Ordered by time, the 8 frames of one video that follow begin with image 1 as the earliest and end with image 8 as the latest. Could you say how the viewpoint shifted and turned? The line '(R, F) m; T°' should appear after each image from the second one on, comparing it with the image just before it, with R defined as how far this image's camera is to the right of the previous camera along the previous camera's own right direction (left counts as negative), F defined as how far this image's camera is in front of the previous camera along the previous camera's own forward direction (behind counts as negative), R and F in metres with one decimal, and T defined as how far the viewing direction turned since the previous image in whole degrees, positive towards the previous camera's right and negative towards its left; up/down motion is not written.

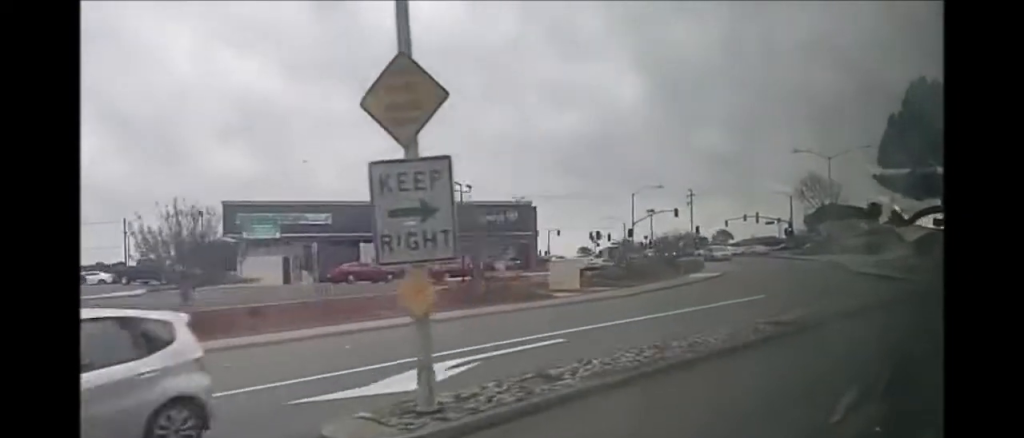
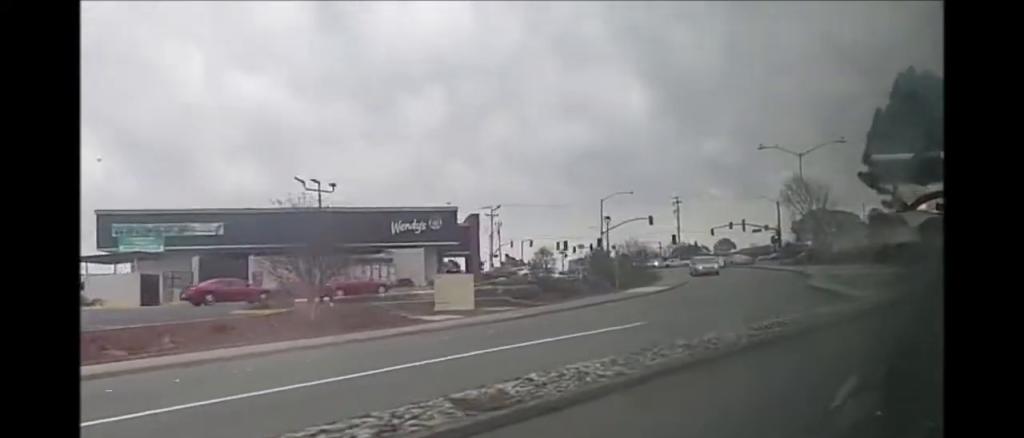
(0.0, +9.5) m; +1°
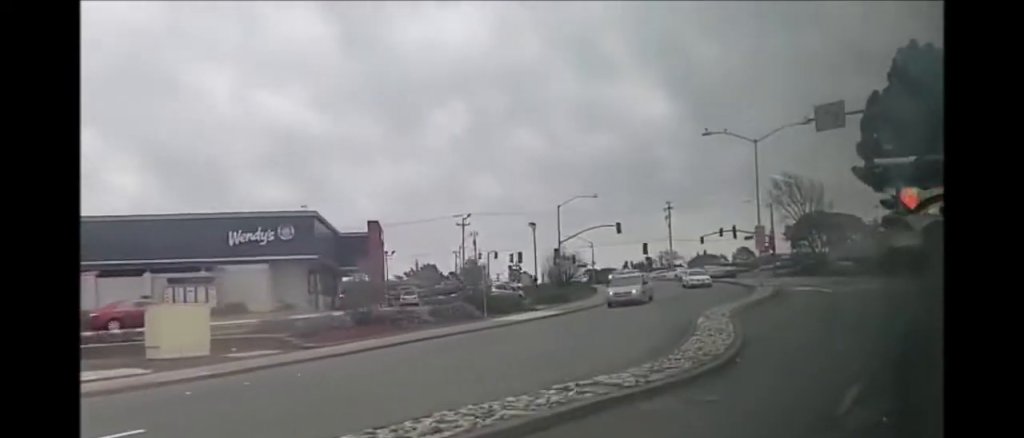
(+0.1, +13.6) m; -4°
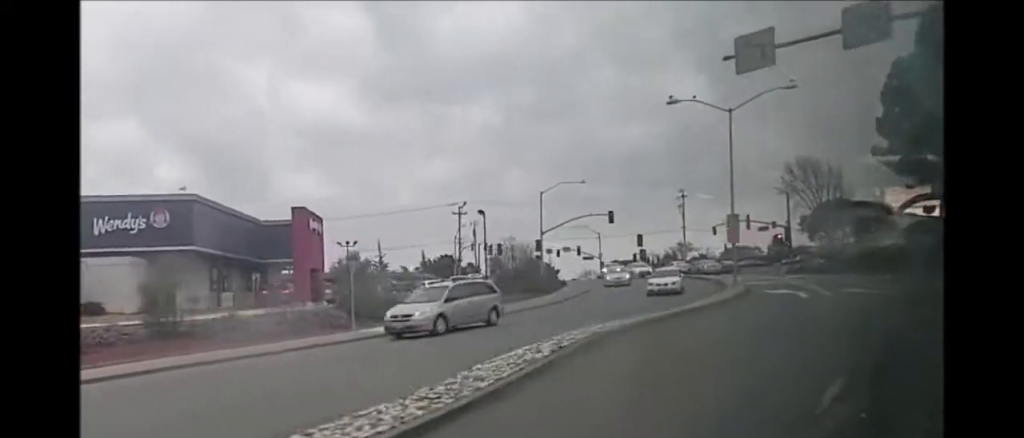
(-0.2, +9.0) m; -9°
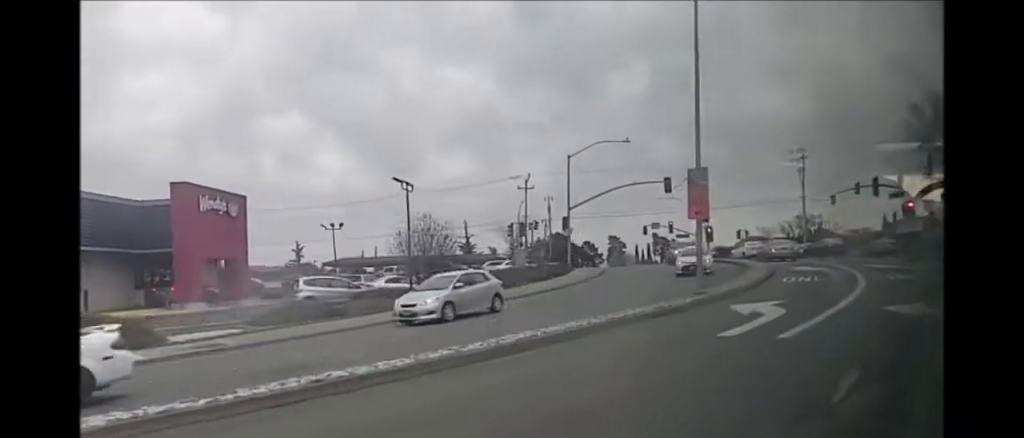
(-2.3, +16.3) m; -11°
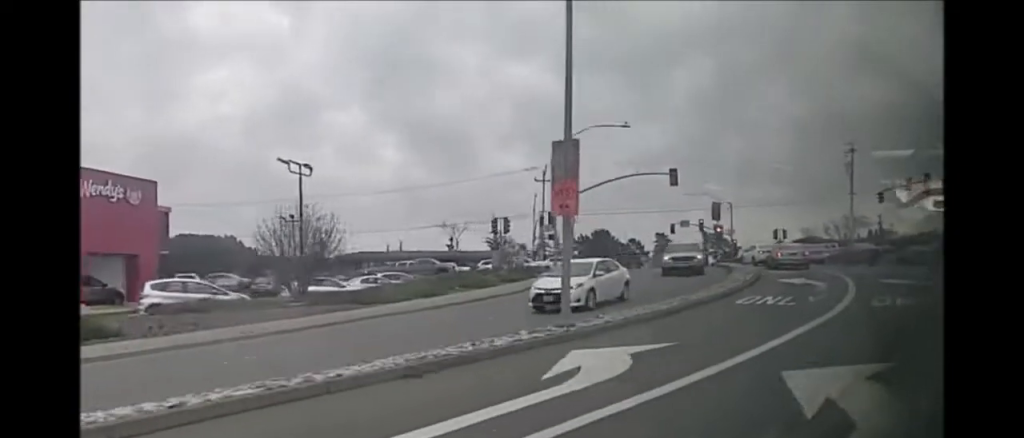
(-0.3, +8.1) m; 0°
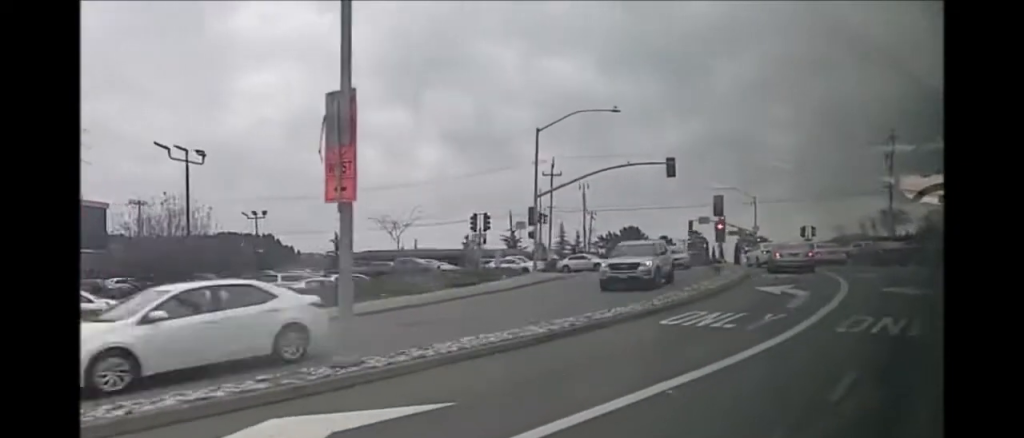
(-0.2, +5.2) m; +1°
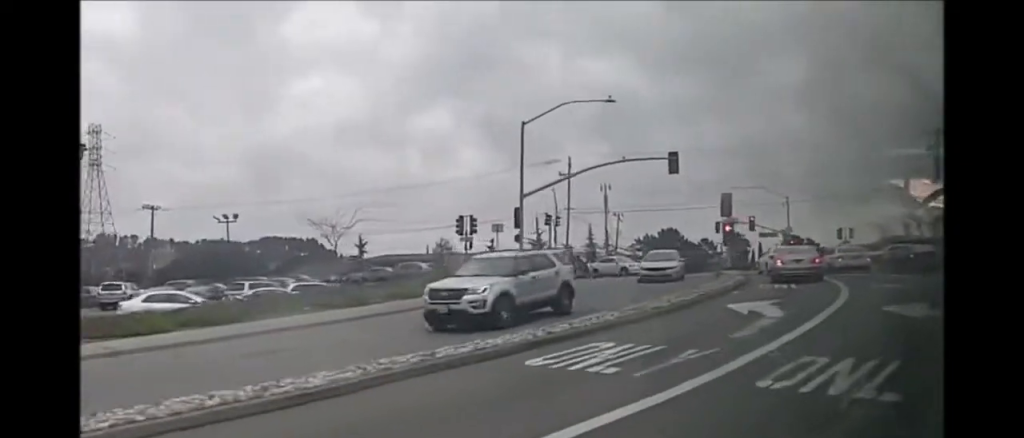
(+0.8, +5.2) m; -3°
